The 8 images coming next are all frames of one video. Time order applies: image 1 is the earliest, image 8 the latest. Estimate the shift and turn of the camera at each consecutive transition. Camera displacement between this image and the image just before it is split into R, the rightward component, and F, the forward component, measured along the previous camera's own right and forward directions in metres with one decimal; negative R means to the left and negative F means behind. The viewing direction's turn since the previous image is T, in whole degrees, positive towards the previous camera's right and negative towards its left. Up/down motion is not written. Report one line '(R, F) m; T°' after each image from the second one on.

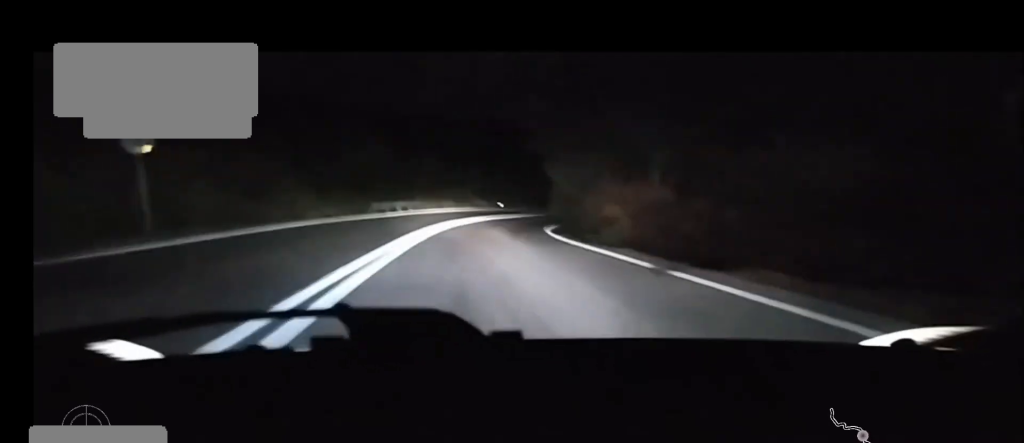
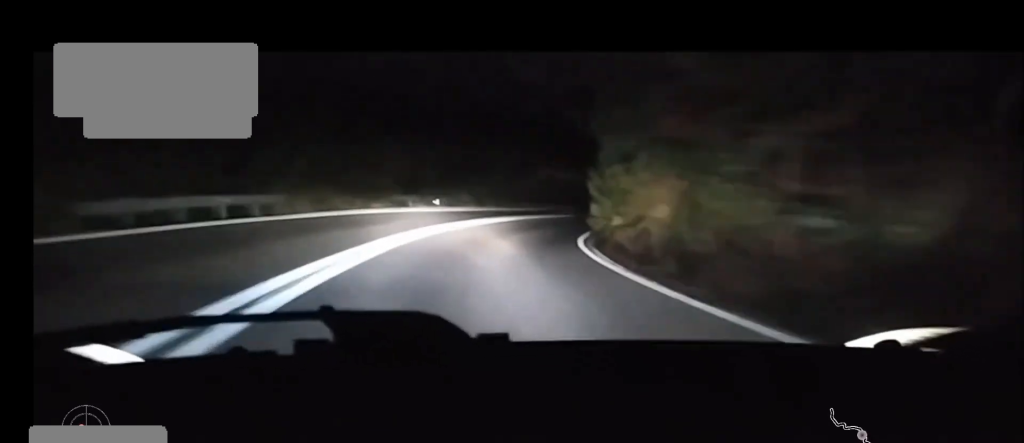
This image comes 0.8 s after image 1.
(+1.0, +20.7) m; +11°
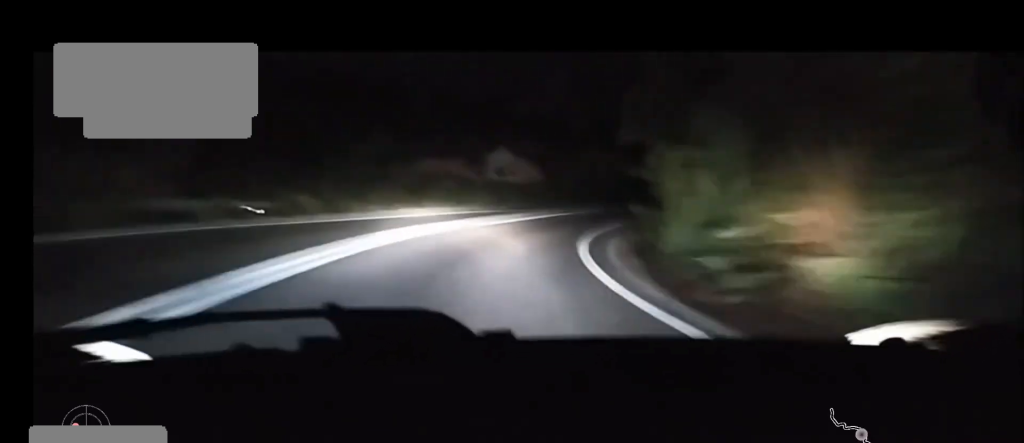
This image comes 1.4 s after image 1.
(+0.1, +13.8) m; +10°
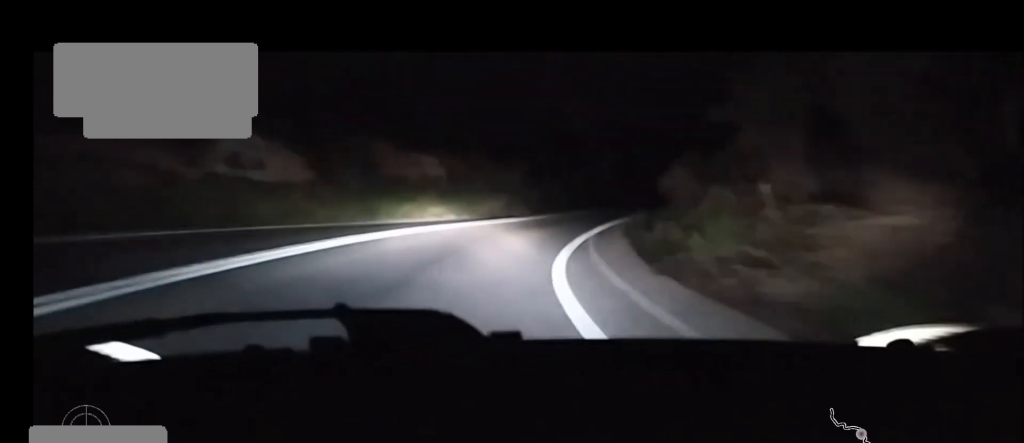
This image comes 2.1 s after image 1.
(+3.1, +17.7) m; +15°
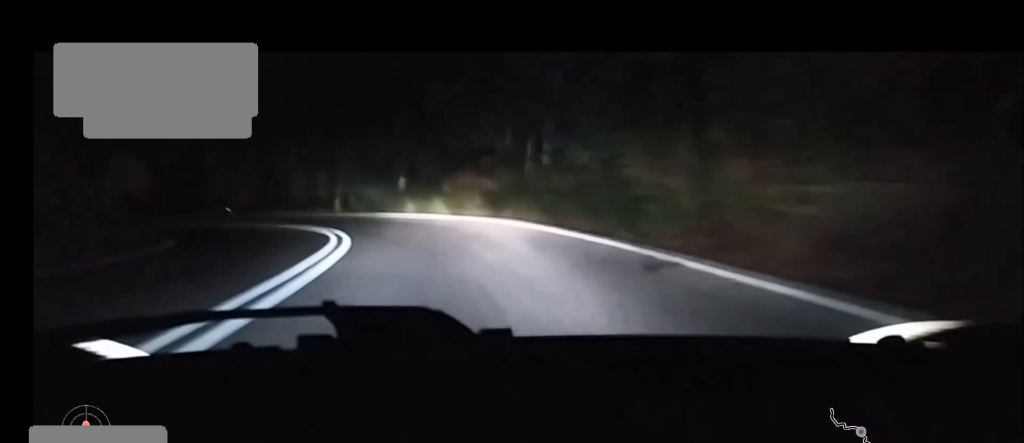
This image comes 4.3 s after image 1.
(+9.0, +49.3) m; +7°
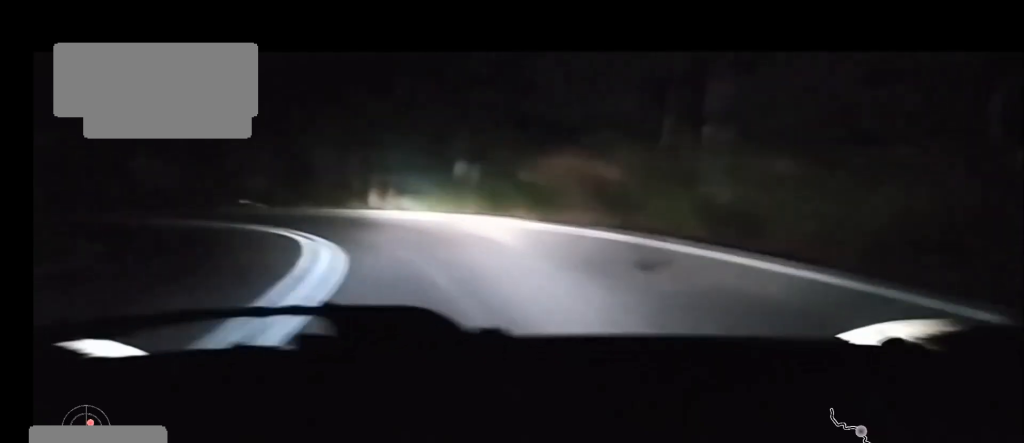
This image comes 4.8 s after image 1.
(-0.9, +9.7) m; -9°
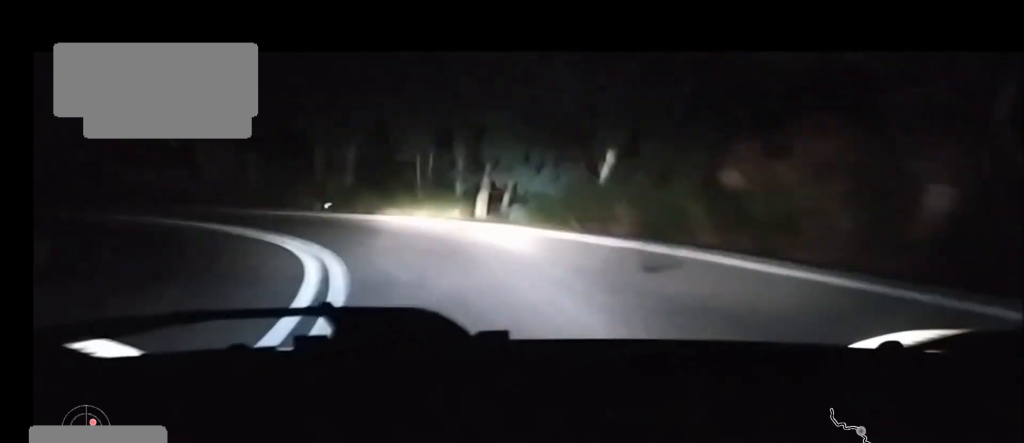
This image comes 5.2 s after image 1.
(+0.5, +9.0) m; -8°
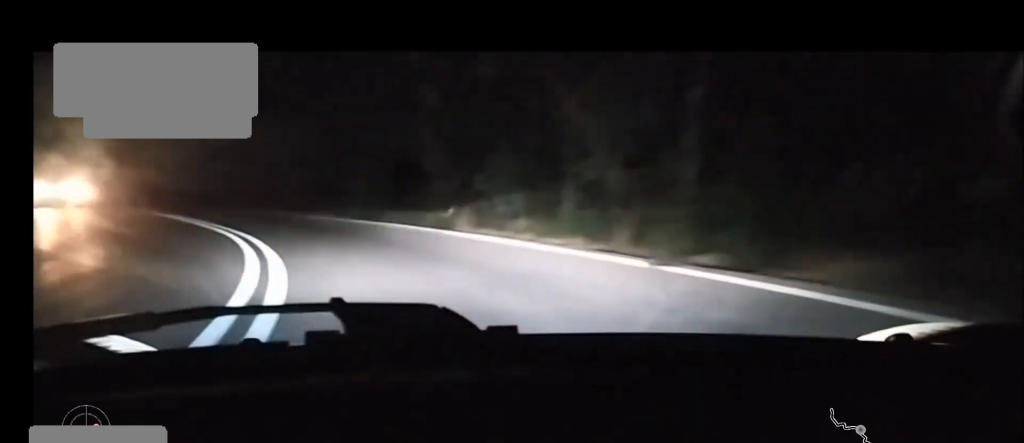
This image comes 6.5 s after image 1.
(-7.2, +23.5) m; -31°
